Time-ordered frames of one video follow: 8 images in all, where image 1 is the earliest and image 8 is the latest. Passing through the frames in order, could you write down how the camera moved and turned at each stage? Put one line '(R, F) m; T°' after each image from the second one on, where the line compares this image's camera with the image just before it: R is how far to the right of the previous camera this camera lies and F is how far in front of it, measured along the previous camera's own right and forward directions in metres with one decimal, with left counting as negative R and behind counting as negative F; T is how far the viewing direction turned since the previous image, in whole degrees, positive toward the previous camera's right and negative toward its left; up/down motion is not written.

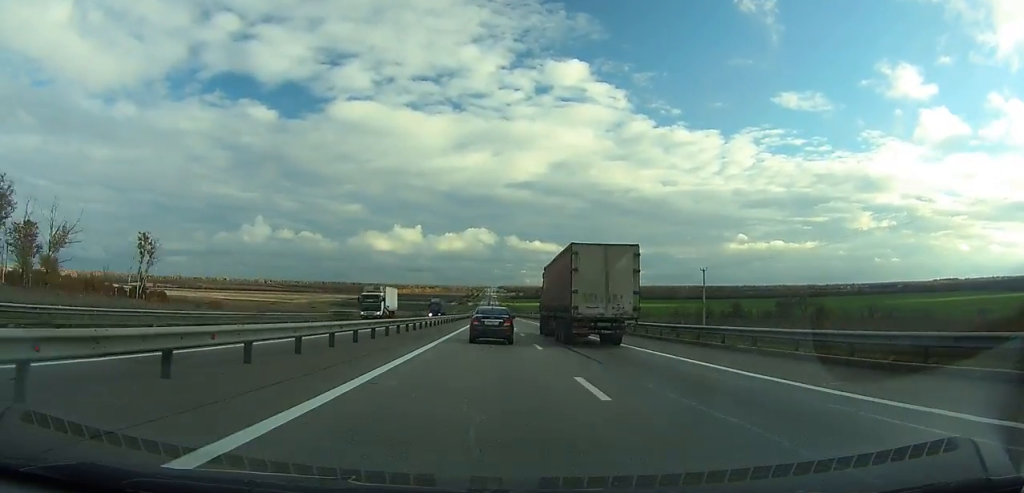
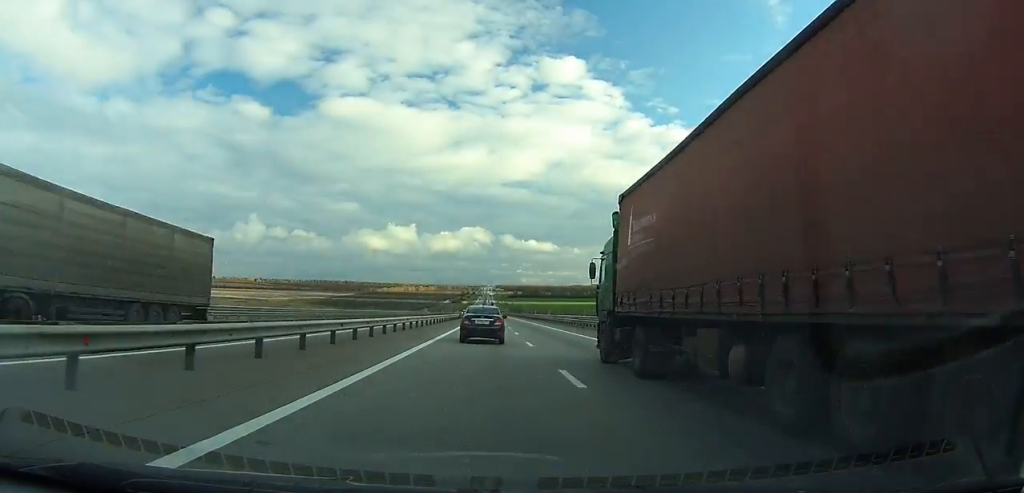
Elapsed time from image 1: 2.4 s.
(0.0, +70.4) m; 0°
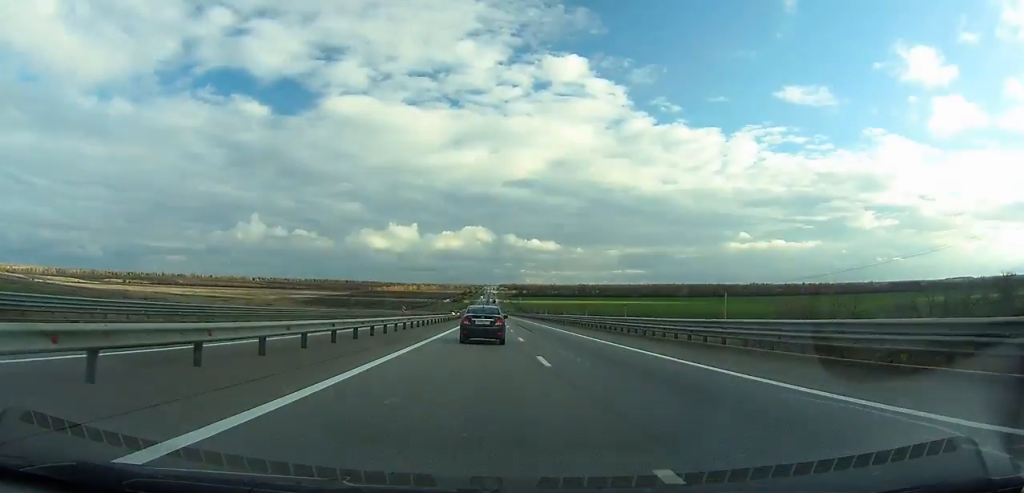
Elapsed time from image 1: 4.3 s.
(0.0, +56.1) m; 0°
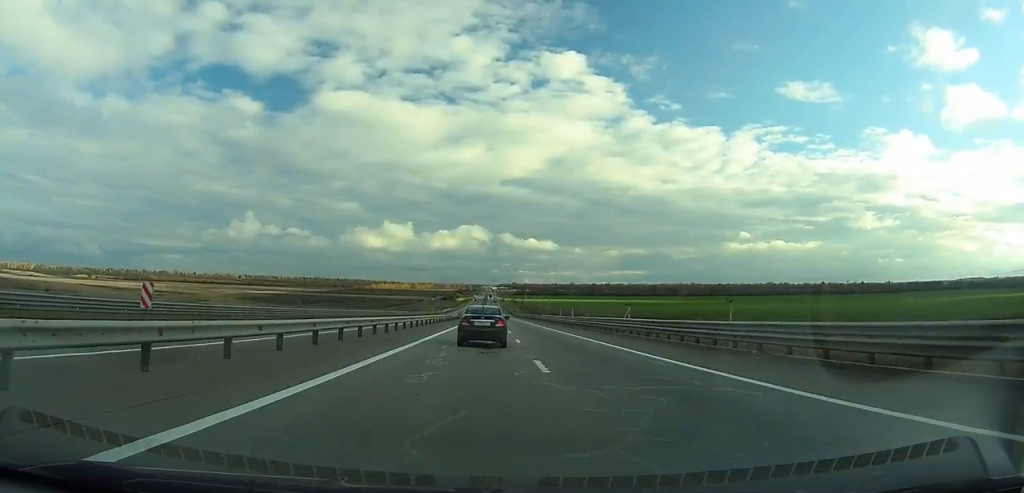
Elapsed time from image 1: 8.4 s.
(+0.3, +122.1) m; 0°
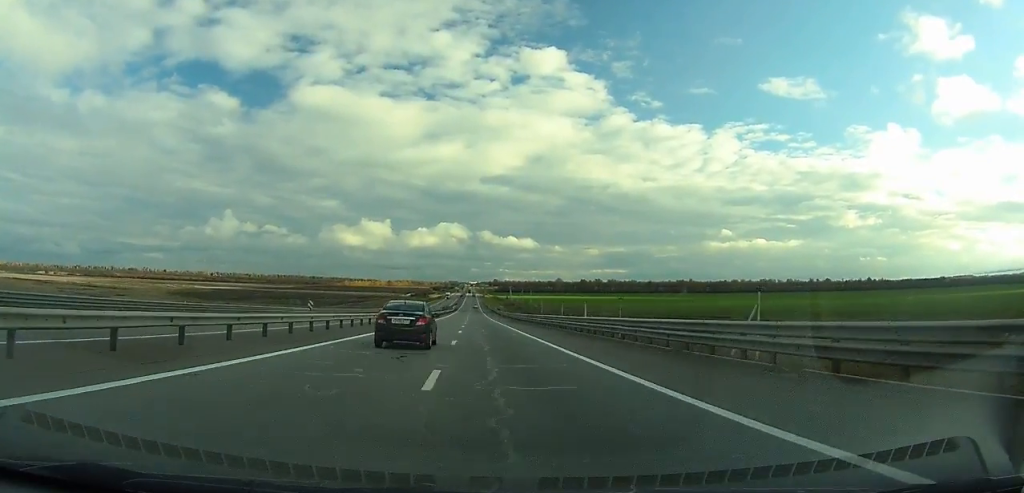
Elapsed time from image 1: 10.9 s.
(+0.2, +74.7) m; 0°
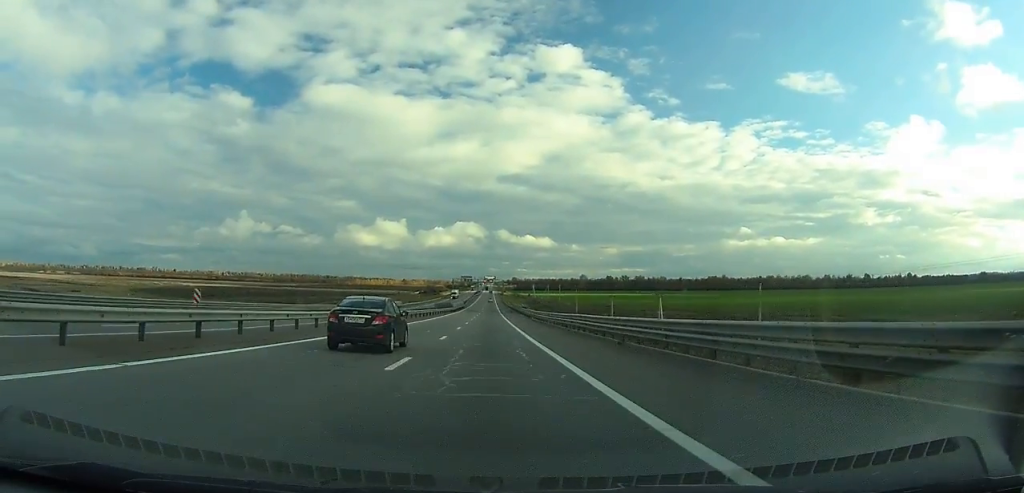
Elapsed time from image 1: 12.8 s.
(+0.5, +56.7) m; 0°
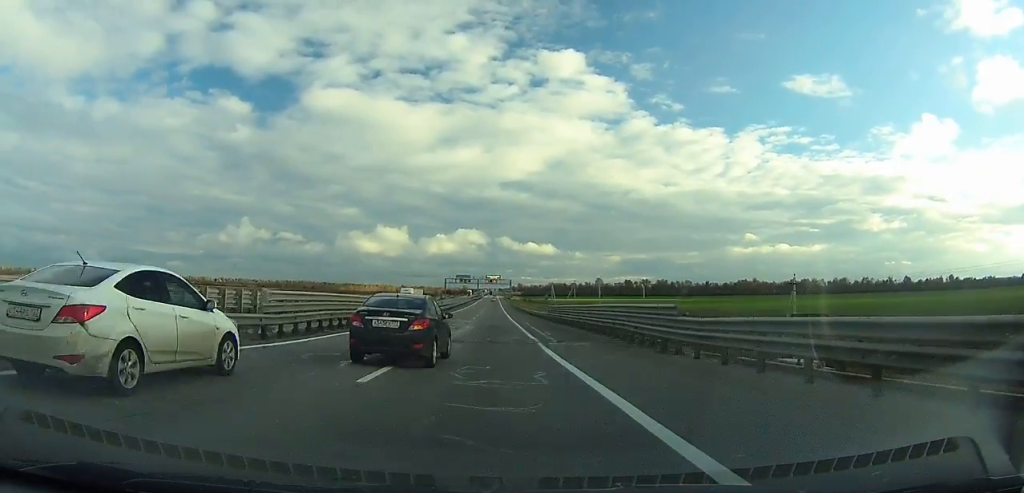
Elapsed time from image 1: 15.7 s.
(-0.7, +85.6) m; -1°
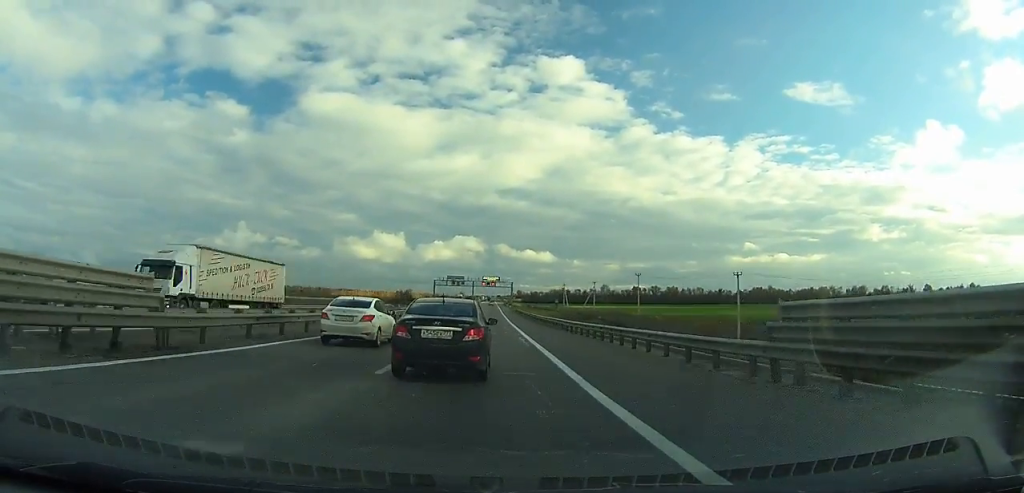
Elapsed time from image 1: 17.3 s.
(-0.1, +46.4) m; 0°
